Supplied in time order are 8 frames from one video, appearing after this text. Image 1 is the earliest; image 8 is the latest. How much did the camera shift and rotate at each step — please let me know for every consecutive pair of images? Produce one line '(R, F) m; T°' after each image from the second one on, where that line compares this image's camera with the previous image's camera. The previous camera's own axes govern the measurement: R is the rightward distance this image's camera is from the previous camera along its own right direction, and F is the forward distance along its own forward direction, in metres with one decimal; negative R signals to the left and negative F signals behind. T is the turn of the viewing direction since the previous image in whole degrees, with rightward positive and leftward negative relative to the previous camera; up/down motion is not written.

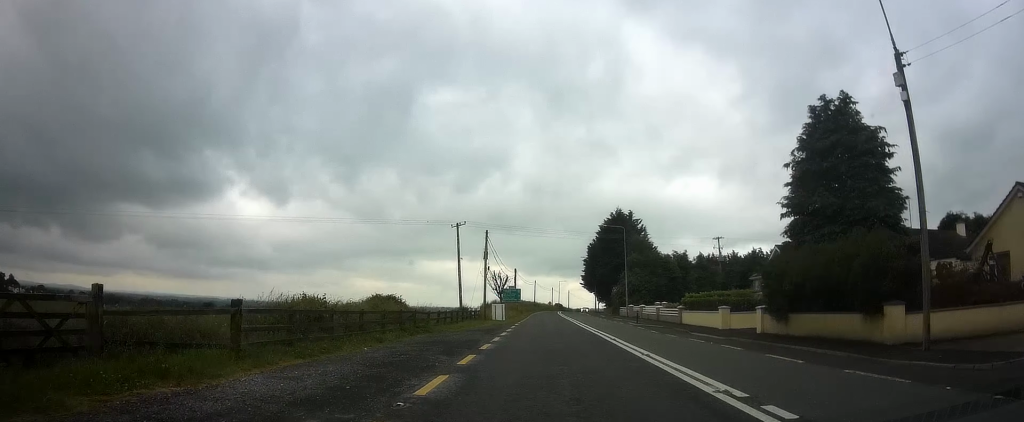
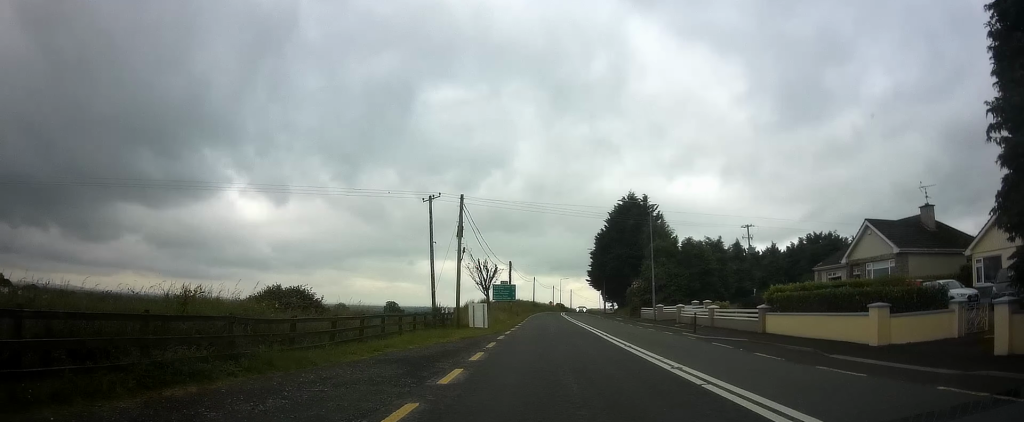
(0.0, +14.5) m; 0°
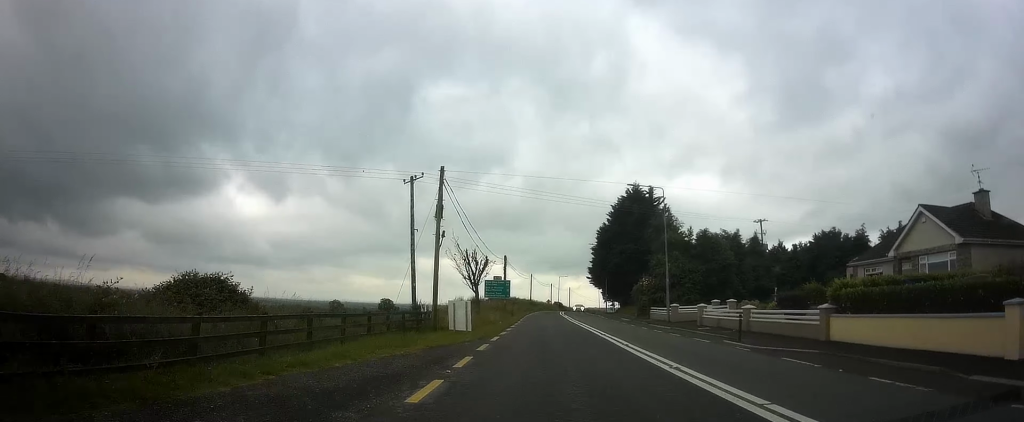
(0.0, +5.9) m; 0°
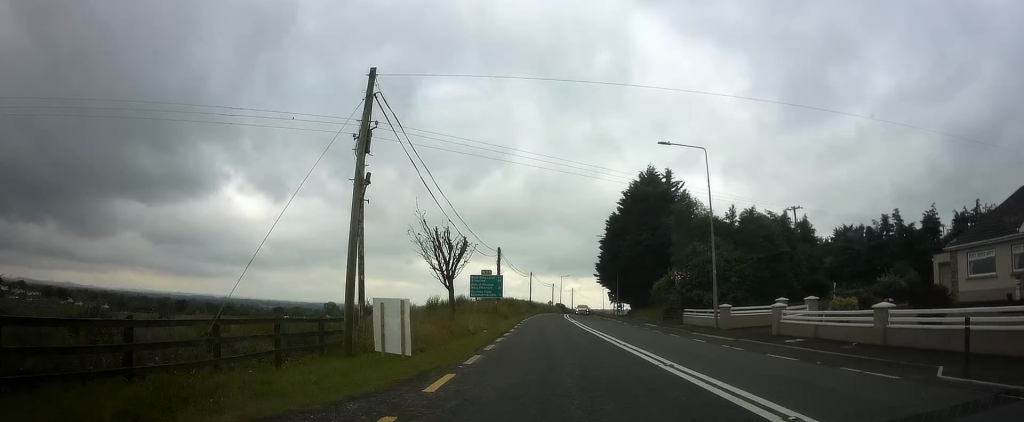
(+0.1, +10.9) m; 0°
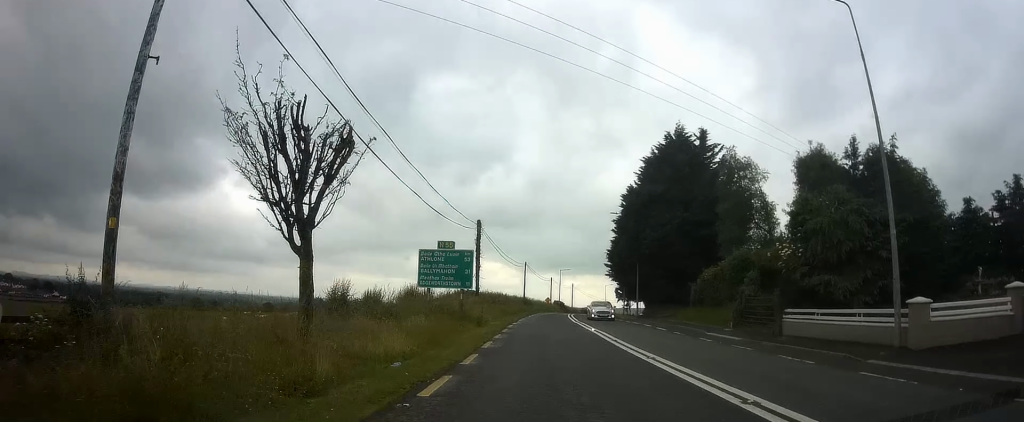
(0.0, +16.2) m; 0°
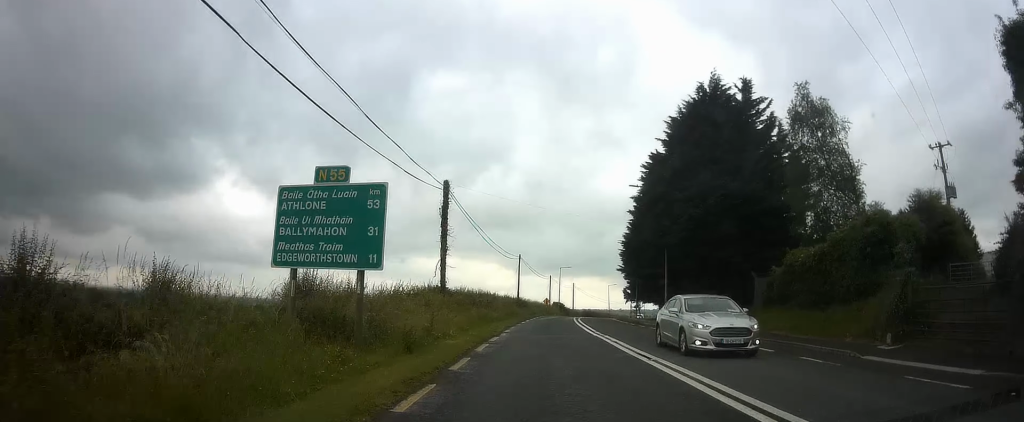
(+0.1, +13.0) m; 0°
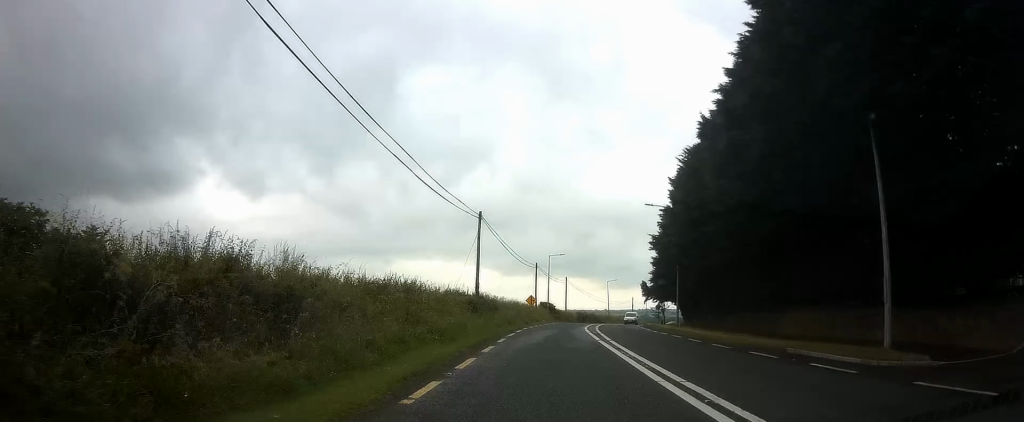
(+0.3, +28.1) m; +1°
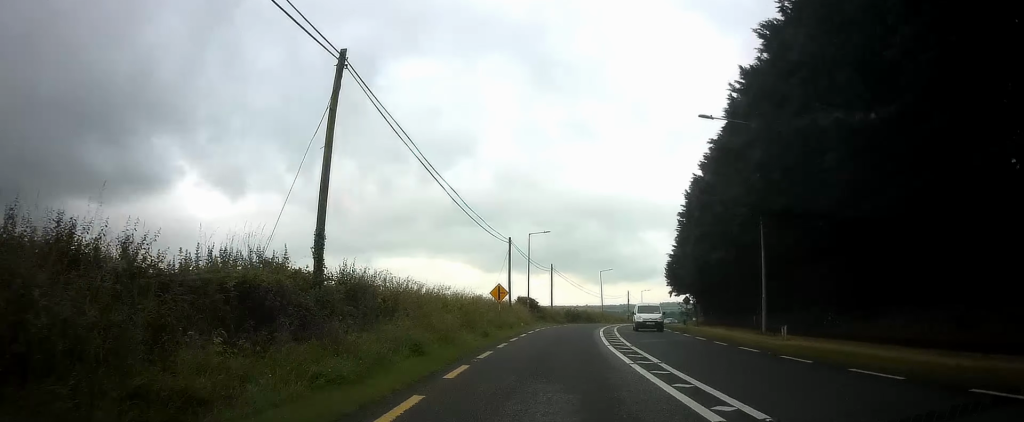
(+0.3, +21.3) m; +2°
